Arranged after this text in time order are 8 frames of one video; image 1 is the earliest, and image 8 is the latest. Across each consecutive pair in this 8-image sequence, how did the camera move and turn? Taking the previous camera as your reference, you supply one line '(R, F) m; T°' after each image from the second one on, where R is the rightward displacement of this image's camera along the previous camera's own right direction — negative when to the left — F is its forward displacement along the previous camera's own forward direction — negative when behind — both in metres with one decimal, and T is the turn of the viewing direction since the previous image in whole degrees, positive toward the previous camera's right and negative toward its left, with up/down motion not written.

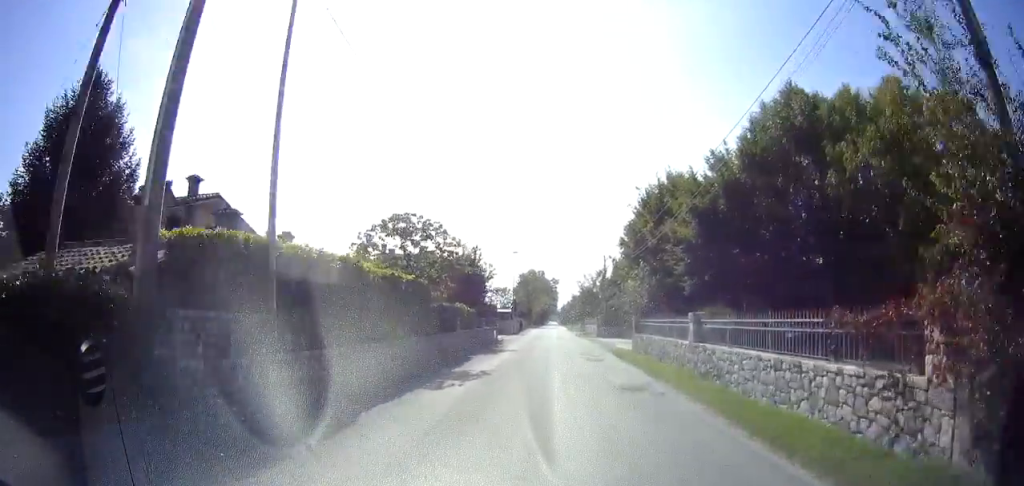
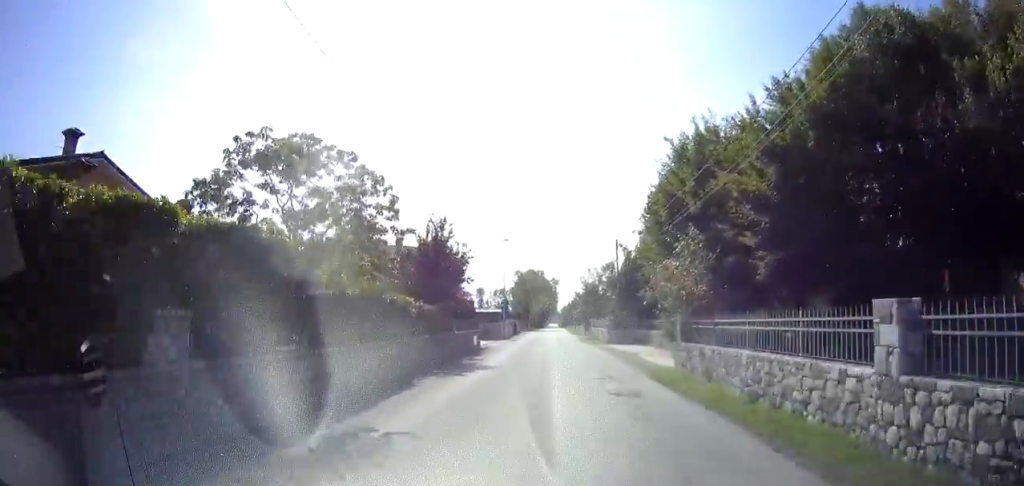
(-0.1, +9.4) m; 0°
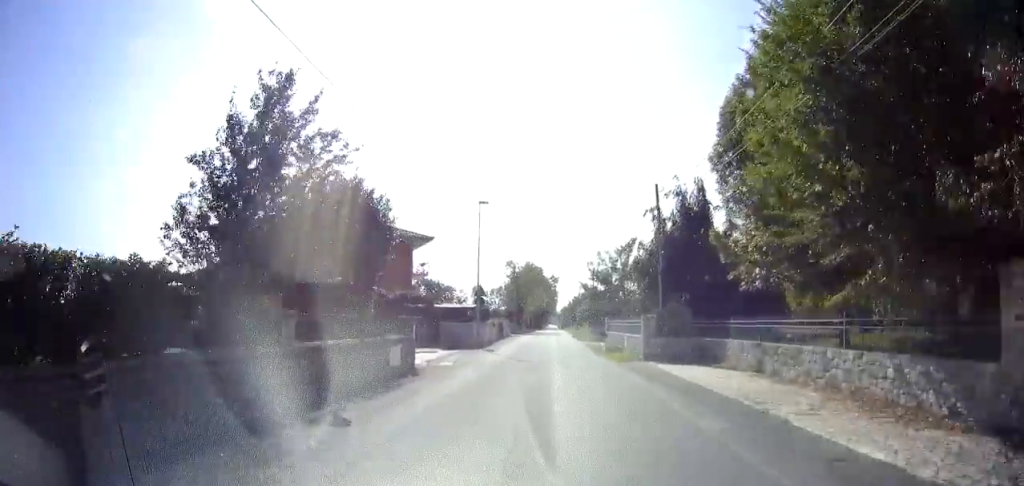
(0.0, +14.1) m; 0°
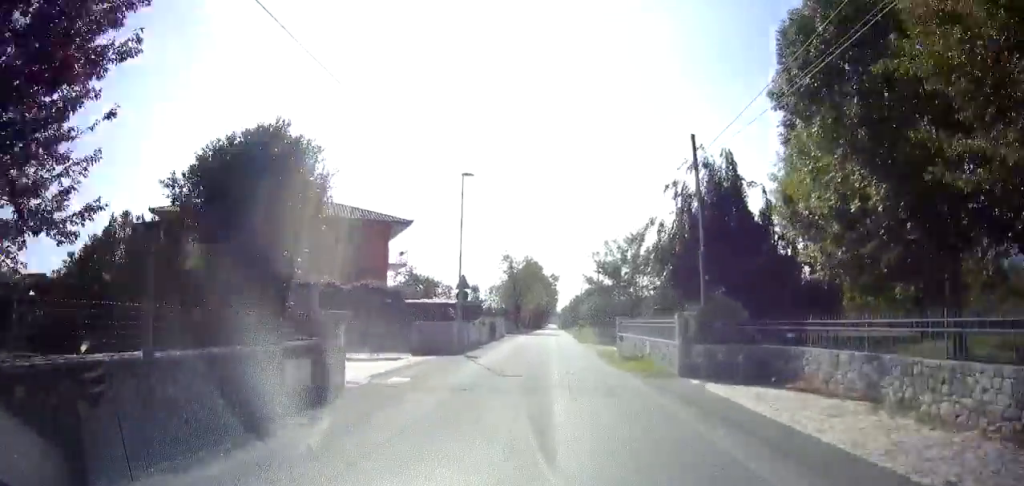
(0.0, +5.7) m; 0°
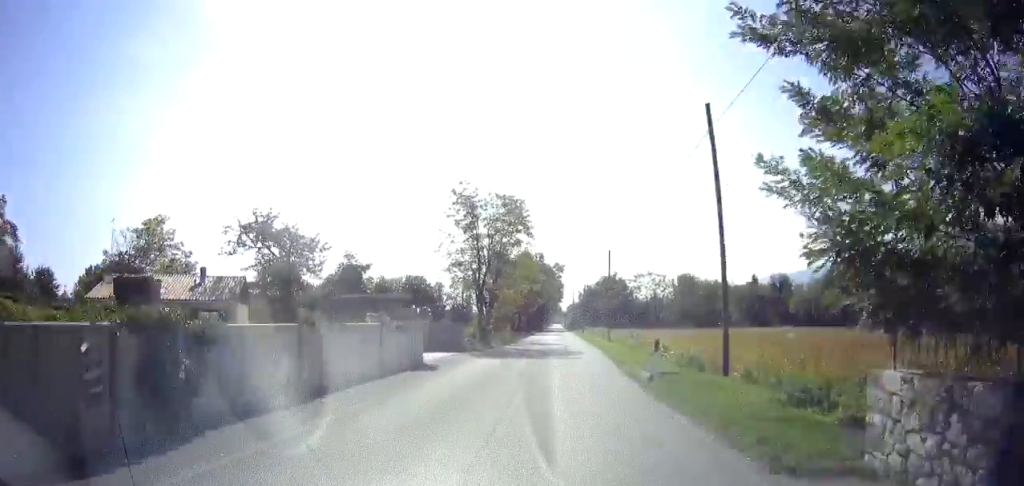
(0.0, +33.8) m; 0°
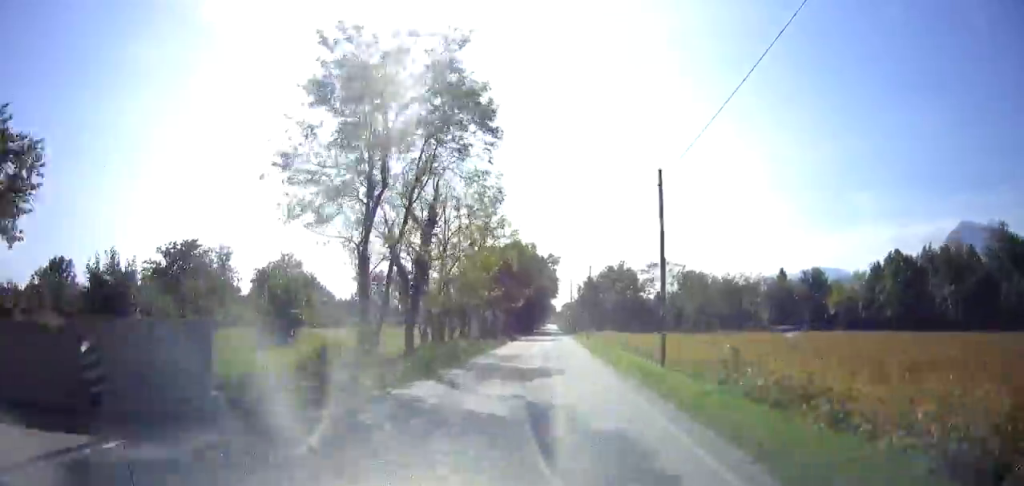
(0.0, +19.4) m; 0°
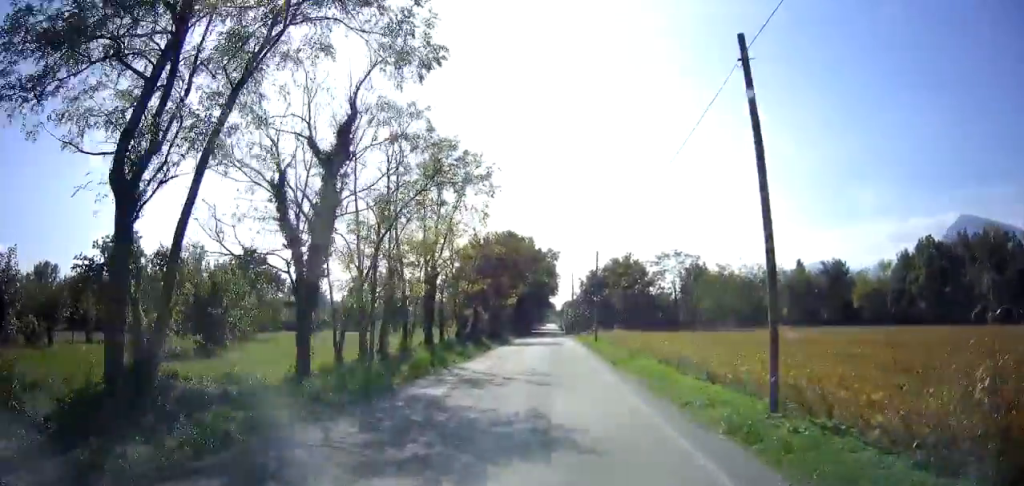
(0.0, +8.4) m; 0°
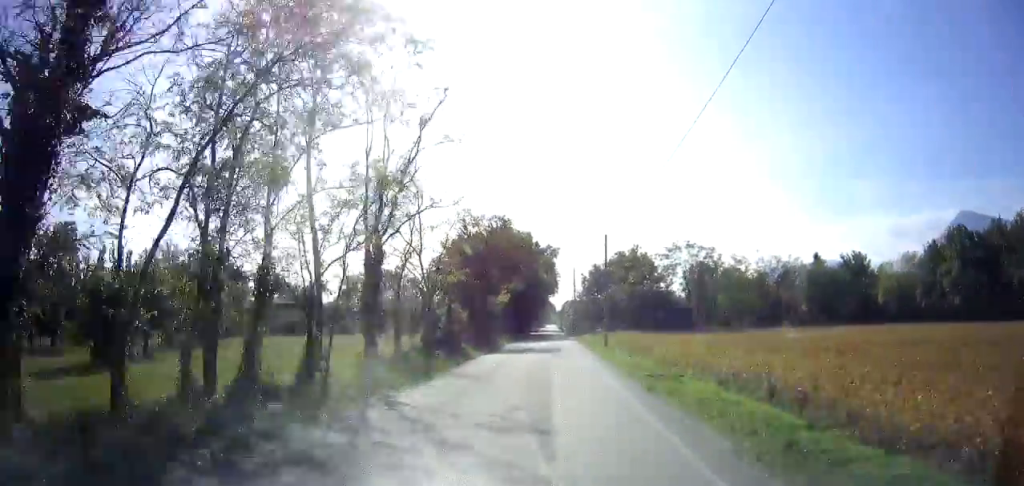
(0.0, +7.5) m; 0°
